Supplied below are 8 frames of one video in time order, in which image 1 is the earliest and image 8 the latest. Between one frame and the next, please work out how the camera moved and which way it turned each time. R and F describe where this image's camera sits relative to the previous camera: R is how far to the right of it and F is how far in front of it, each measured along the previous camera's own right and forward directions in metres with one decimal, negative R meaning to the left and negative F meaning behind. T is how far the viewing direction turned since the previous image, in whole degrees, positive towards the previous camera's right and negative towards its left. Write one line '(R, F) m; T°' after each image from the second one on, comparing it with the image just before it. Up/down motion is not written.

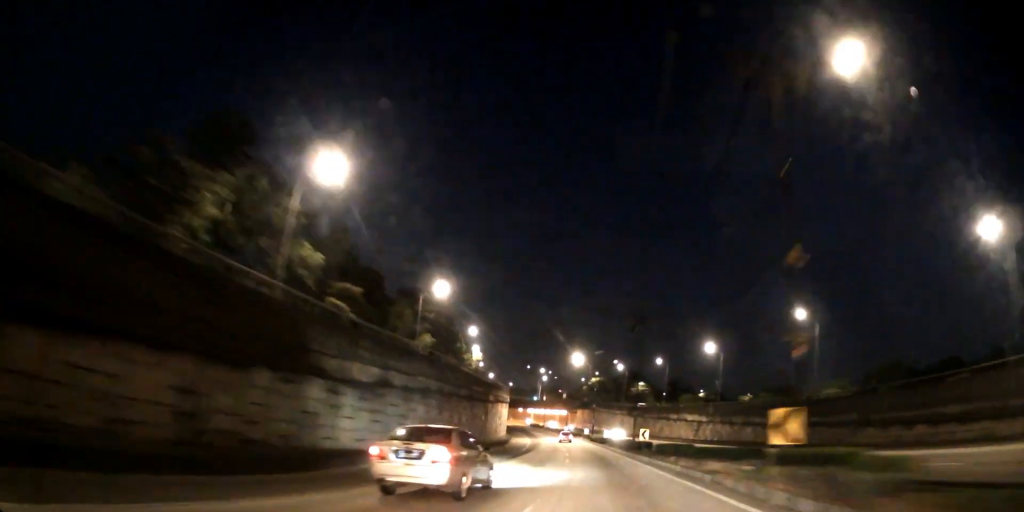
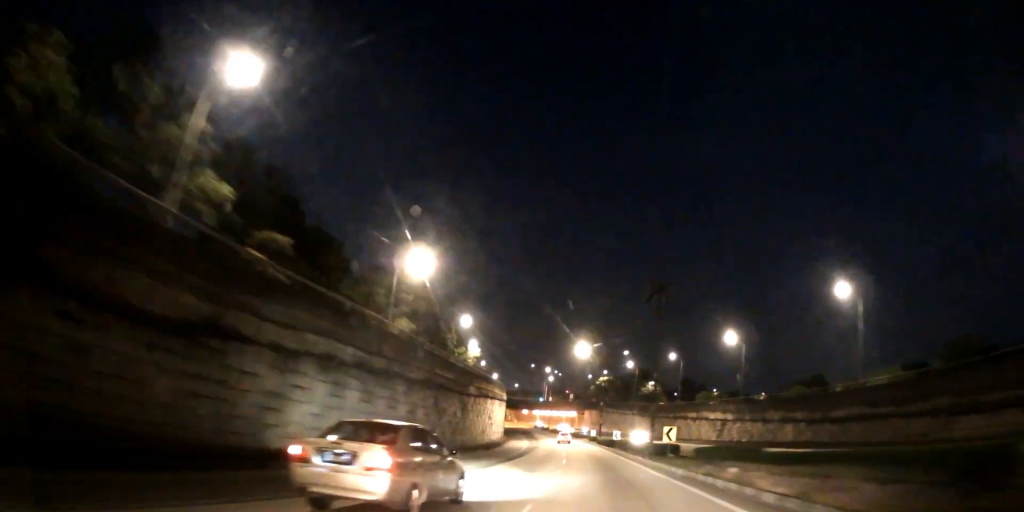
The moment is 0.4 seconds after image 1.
(0.0, +11.2) m; -1°
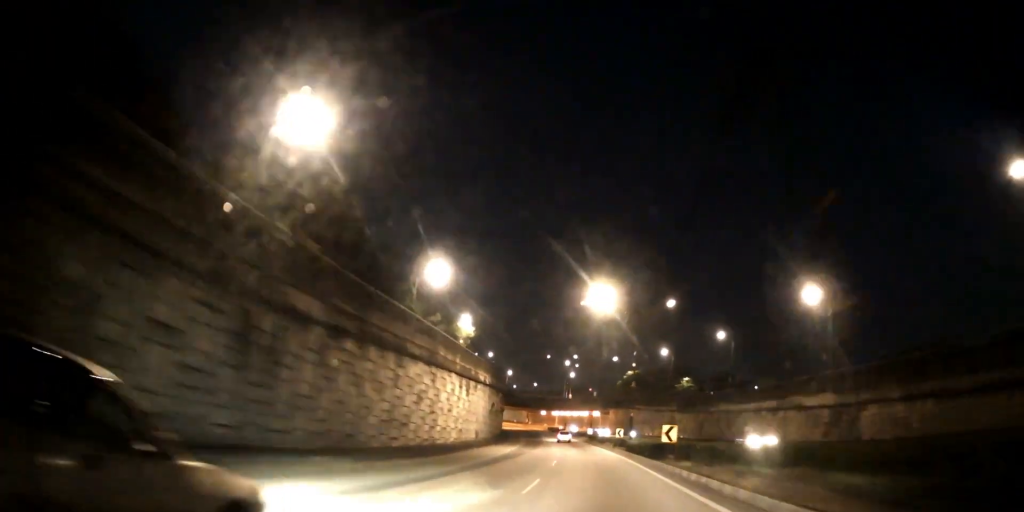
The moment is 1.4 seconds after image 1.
(-0.7, +28.4) m; -3°
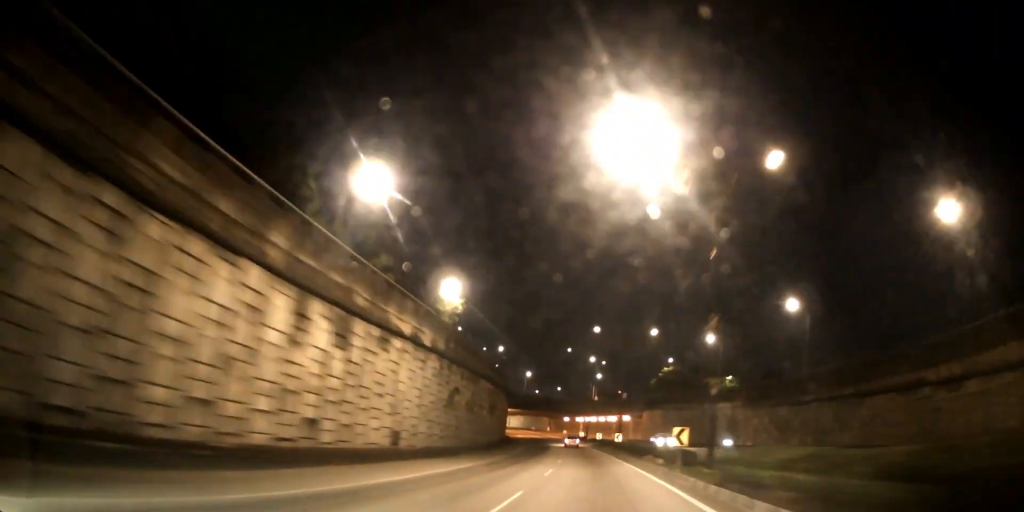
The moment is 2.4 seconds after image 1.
(-0.7, +25.8) m; -3°
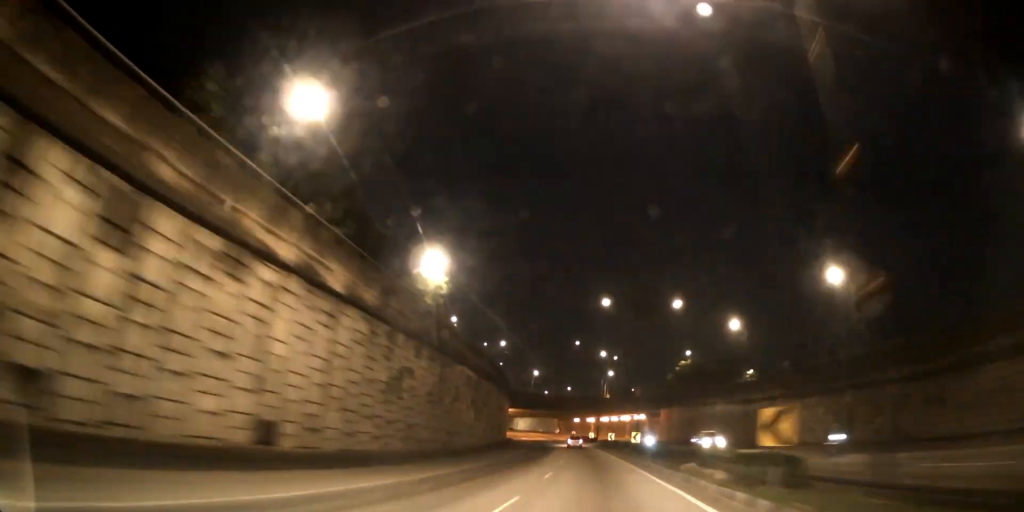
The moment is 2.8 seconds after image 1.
(-0.1, +11.7) m; -1°
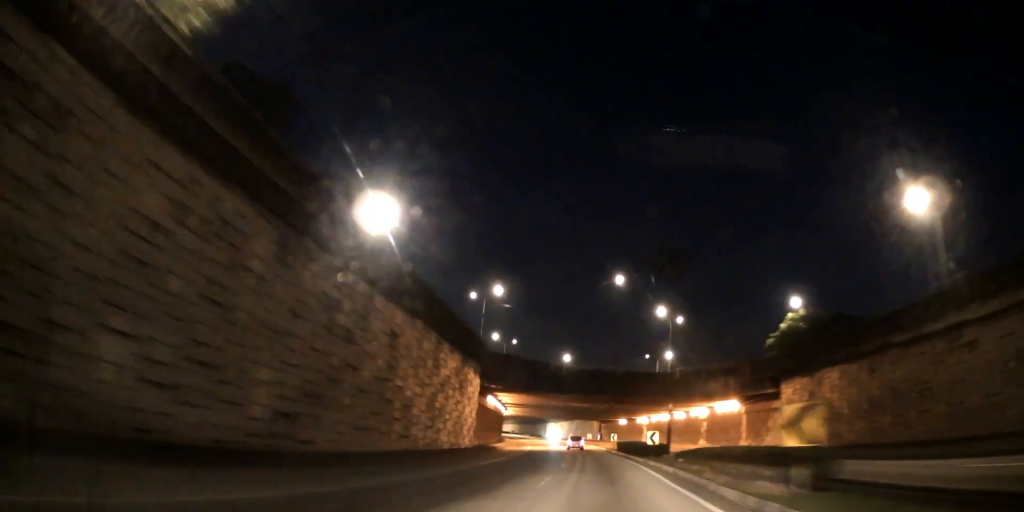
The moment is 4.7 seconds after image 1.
(-2.3, +51.6) m; -5°
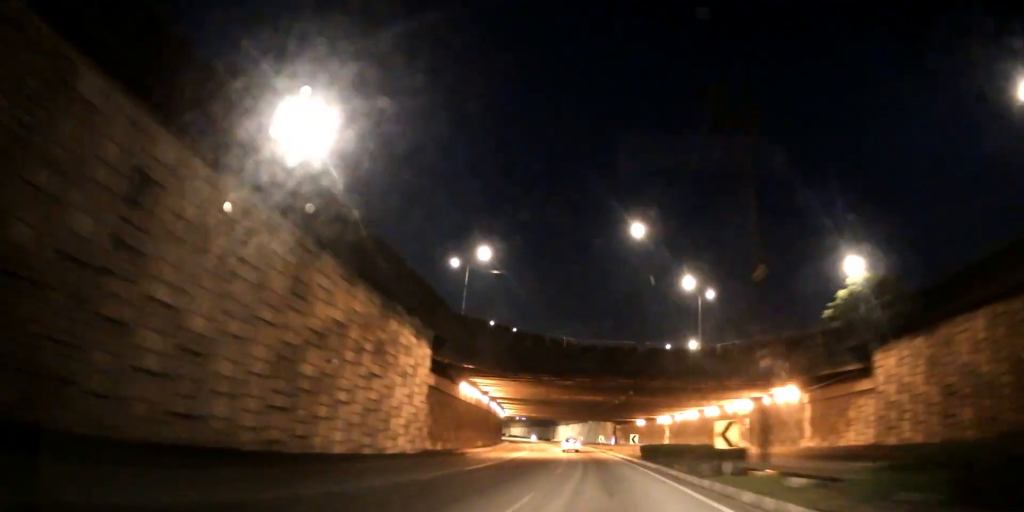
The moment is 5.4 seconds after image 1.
(-0.3, +16.8) m; -1°
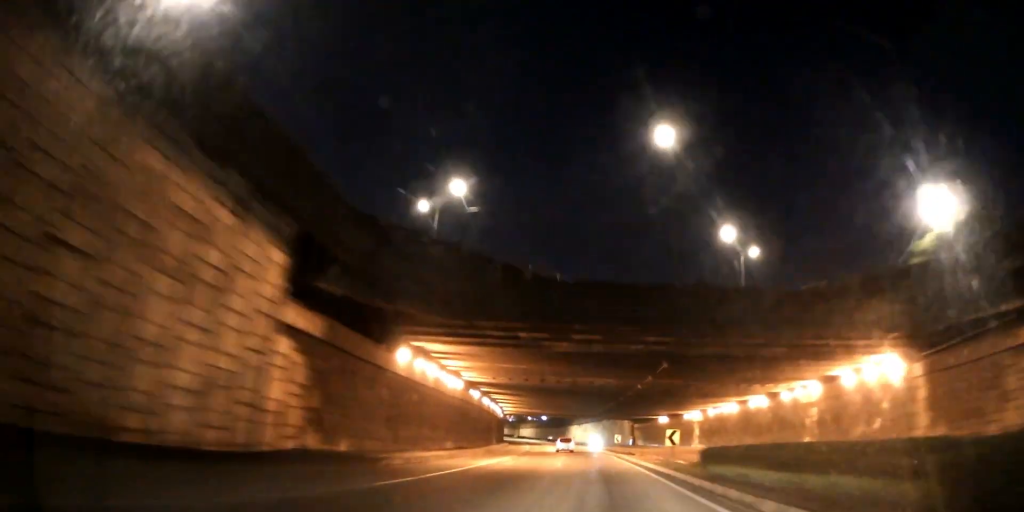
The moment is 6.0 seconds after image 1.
(-0.2, +16.3) m; -1°
